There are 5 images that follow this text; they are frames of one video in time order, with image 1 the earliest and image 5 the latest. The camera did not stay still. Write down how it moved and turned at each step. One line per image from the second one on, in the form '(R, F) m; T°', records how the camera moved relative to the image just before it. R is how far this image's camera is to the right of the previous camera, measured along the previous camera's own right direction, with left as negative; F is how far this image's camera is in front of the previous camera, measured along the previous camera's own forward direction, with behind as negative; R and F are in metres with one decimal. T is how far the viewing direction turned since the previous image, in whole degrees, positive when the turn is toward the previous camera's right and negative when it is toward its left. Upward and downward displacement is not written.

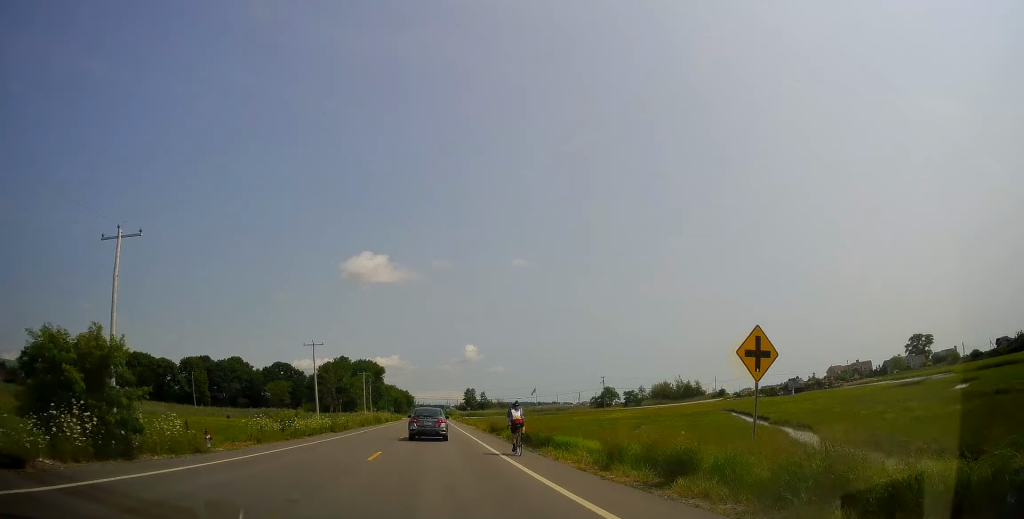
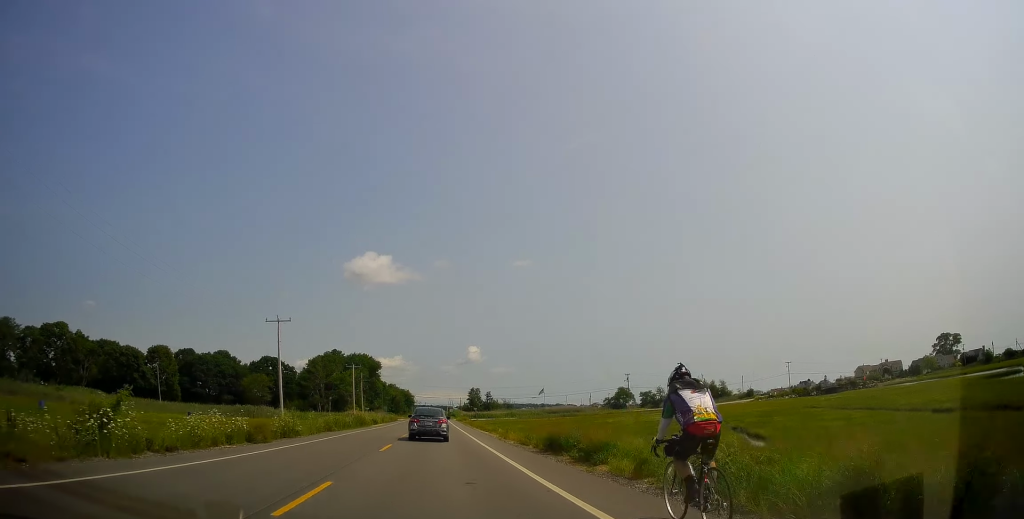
(-0.1, +20.9) m; 0°
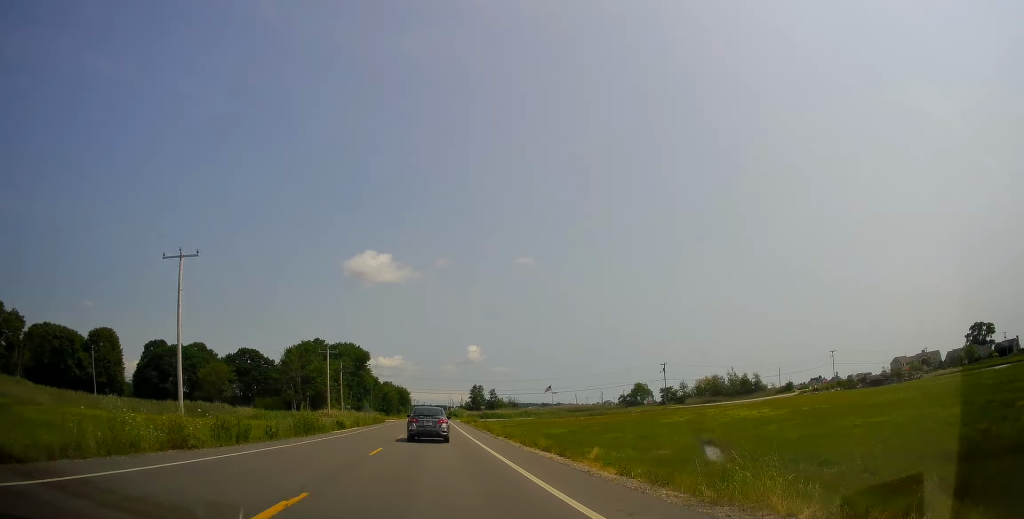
(-0.1, +26.4) m; -1°
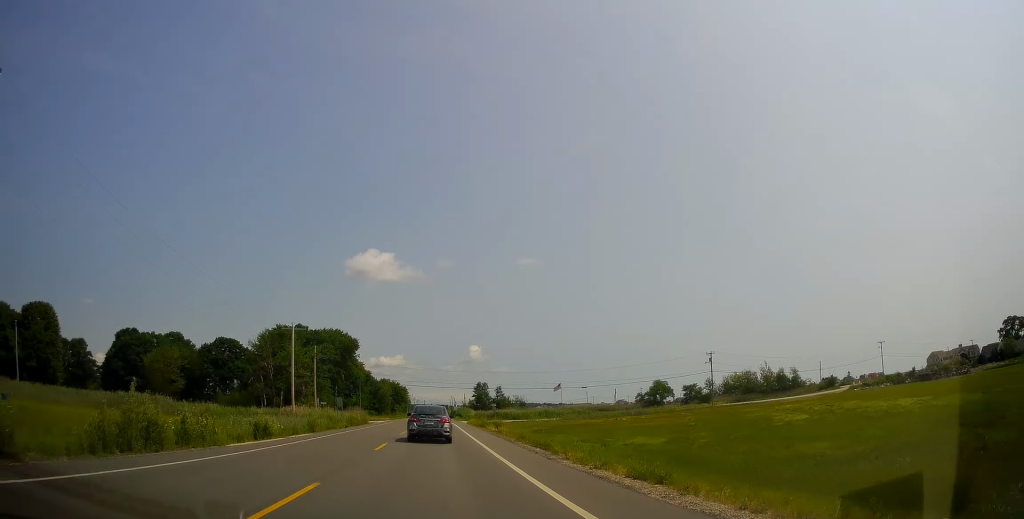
(-0.1, +22.9) m; +1°
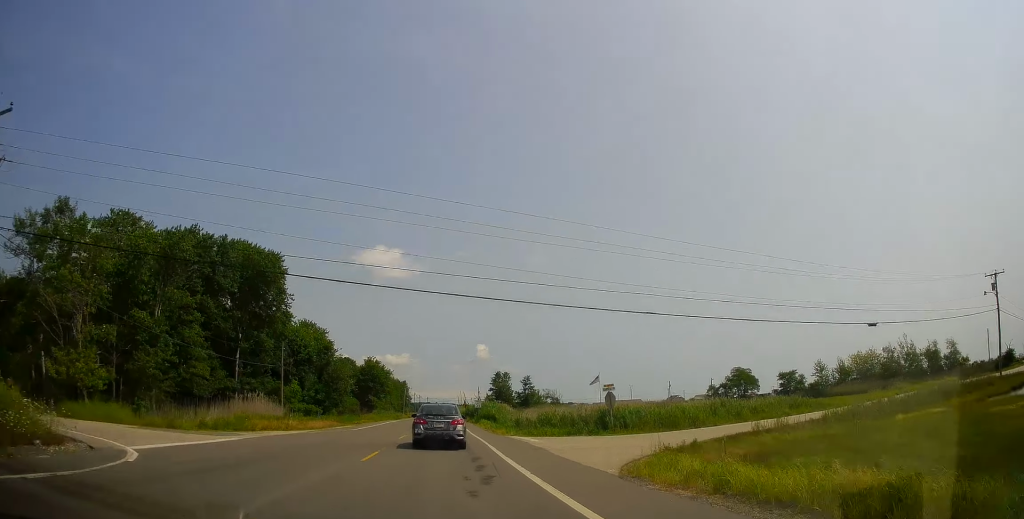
(-0.6, +64.0) m; -2°
